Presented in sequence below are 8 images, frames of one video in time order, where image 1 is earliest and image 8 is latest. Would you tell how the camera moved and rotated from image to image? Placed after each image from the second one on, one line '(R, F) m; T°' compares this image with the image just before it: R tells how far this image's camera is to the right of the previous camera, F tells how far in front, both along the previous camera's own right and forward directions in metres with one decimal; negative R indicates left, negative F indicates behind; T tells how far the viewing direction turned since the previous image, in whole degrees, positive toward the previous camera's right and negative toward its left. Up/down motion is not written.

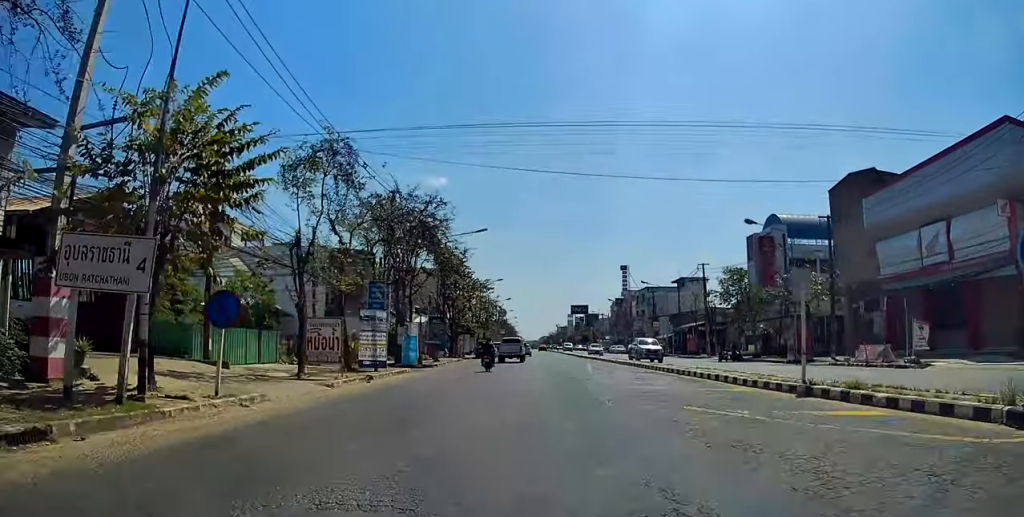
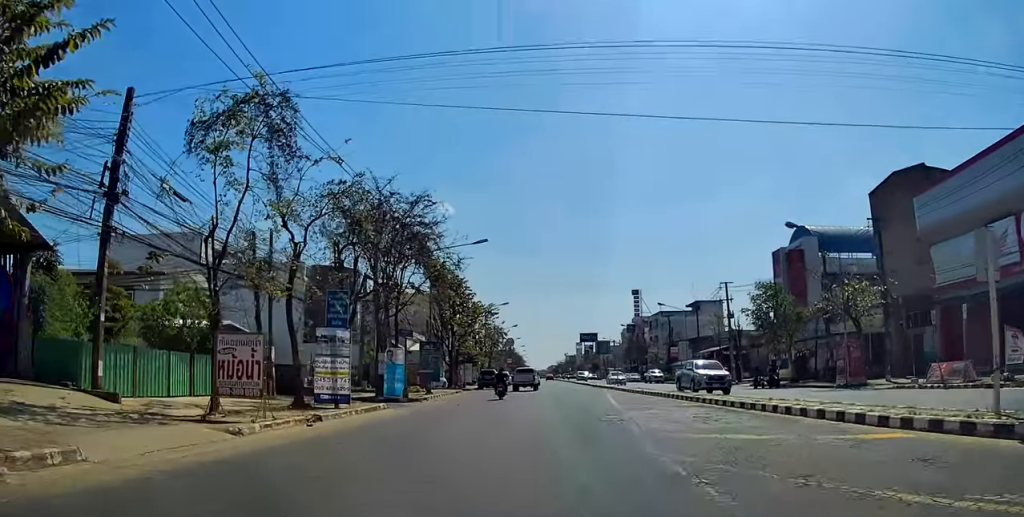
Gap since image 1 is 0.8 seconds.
(+0.1, +7.6) m; -1°
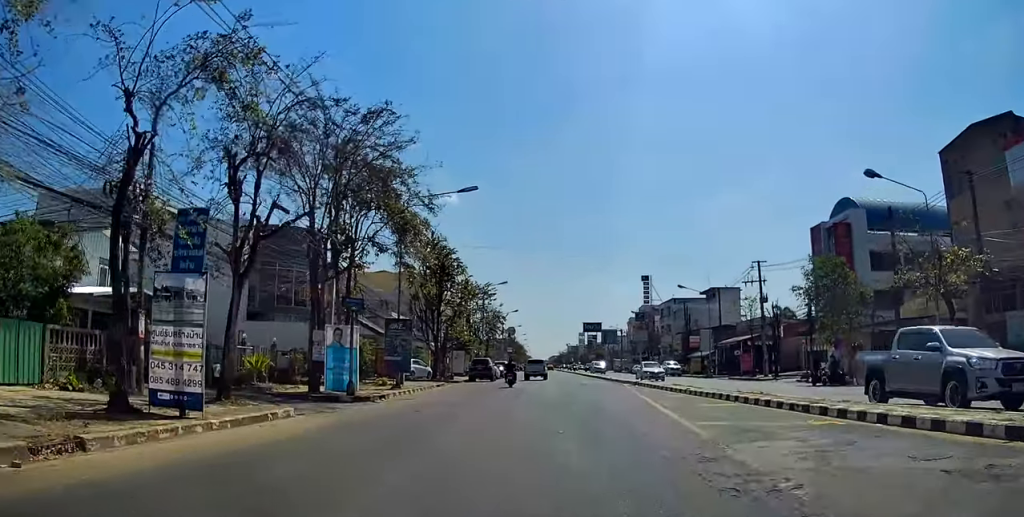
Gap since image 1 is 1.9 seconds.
(-0.4, +11.0) m; -1°
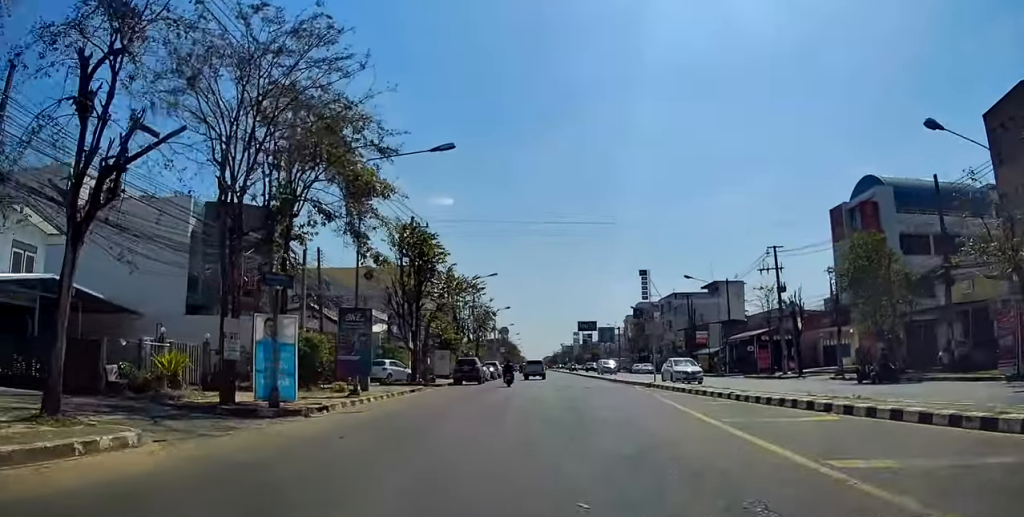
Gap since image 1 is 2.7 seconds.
(0.0, +7.0) m; +2°
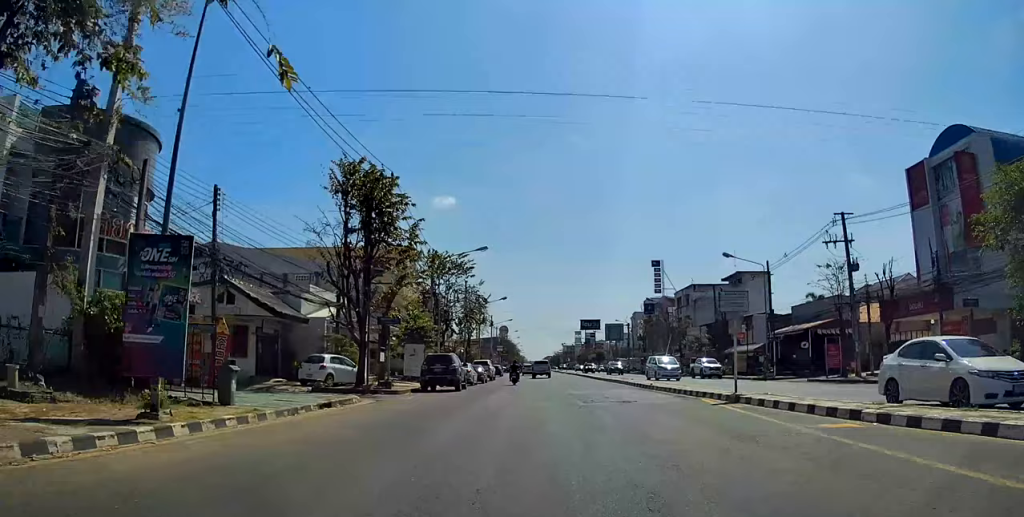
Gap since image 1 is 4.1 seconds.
(+0.9, +13.7) m; +4°
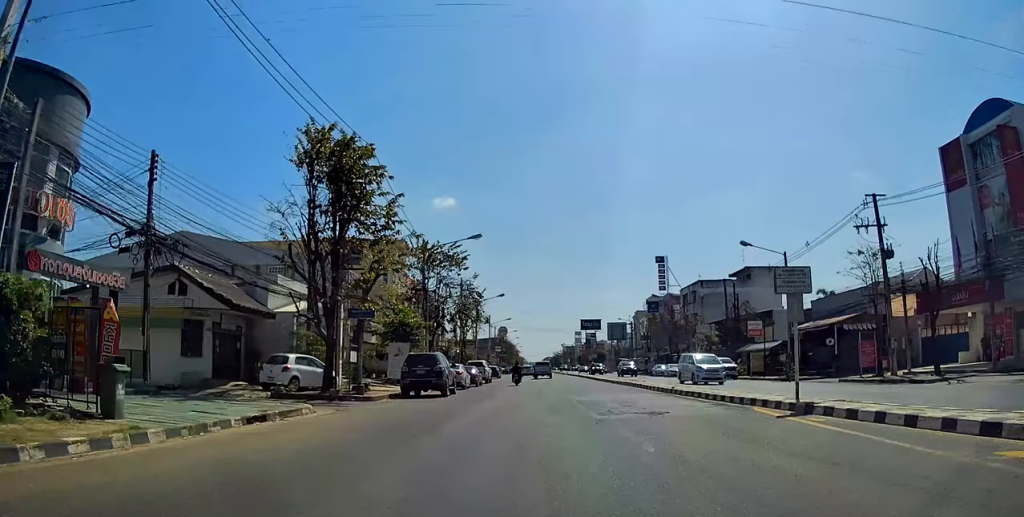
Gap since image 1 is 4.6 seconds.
(0.0, +4.5) m; 0°
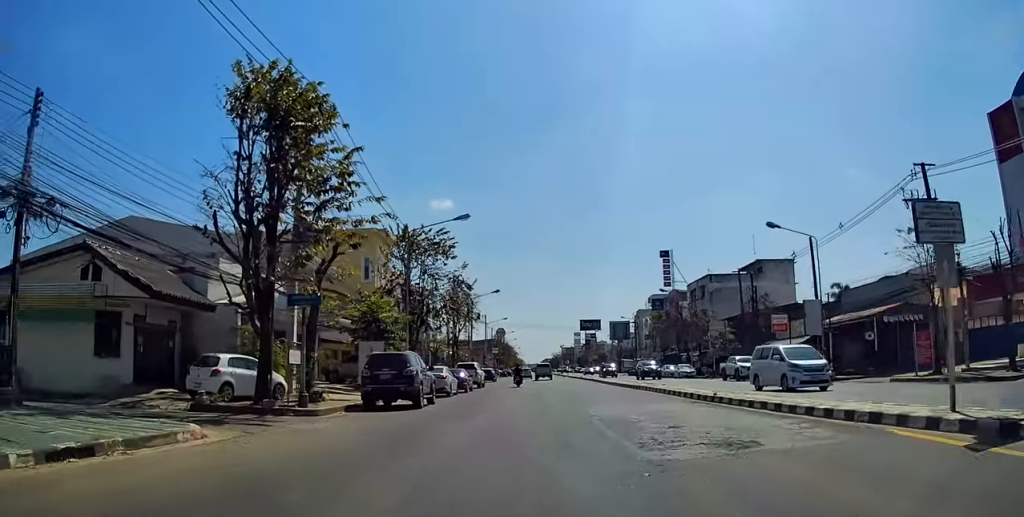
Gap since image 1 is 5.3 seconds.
(-0.1, +6.0) m; 0°
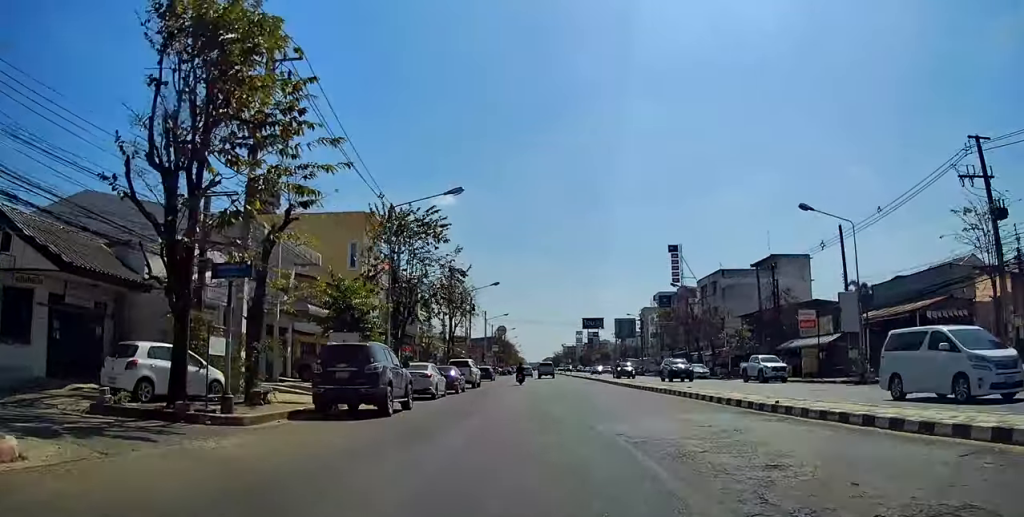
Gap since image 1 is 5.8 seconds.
(+0.1, +4.9) m; +1°
